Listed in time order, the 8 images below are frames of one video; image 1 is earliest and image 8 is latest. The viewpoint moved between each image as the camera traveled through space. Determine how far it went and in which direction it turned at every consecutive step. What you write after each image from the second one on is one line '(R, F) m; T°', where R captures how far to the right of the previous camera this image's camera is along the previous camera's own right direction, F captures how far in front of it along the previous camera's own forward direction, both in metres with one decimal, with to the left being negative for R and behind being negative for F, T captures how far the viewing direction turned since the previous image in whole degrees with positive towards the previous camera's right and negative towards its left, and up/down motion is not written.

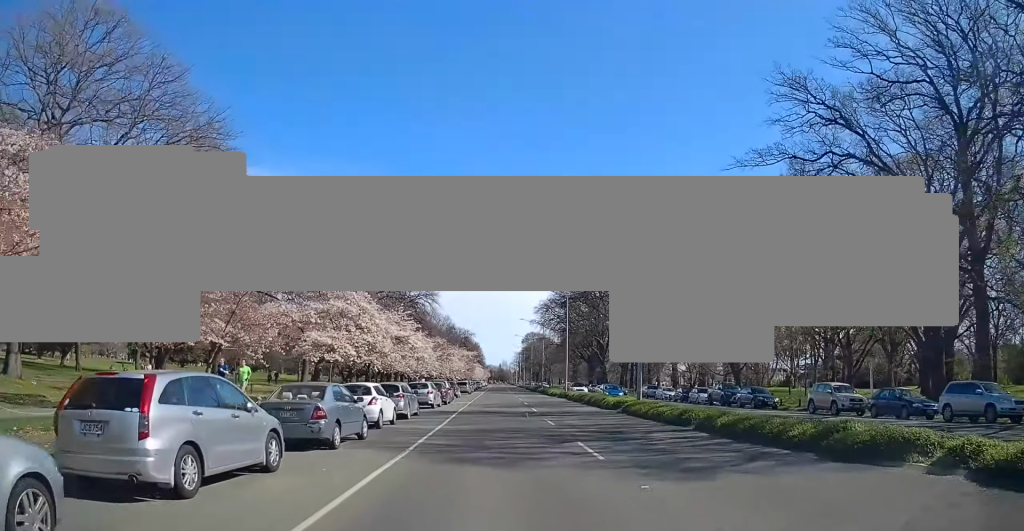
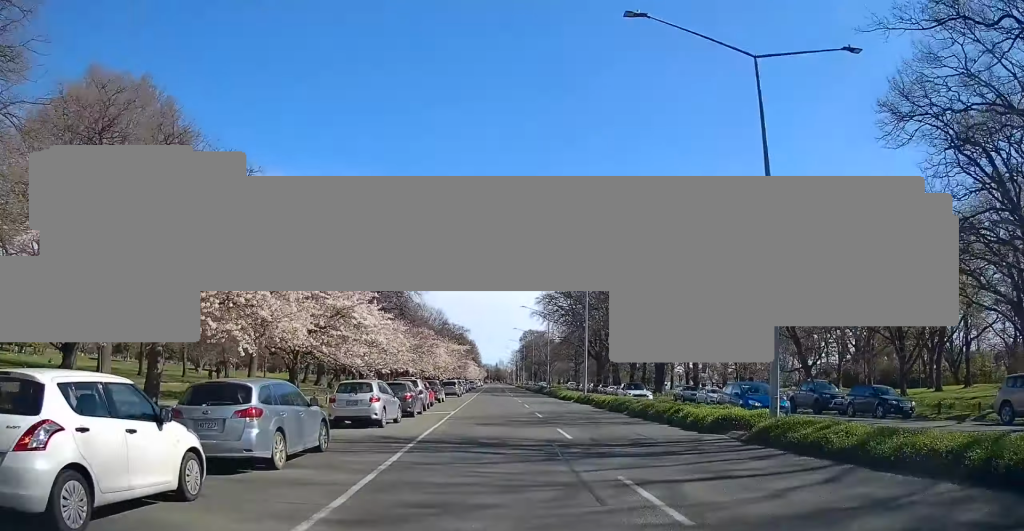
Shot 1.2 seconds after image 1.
(0.0, +15.9) m; 0°
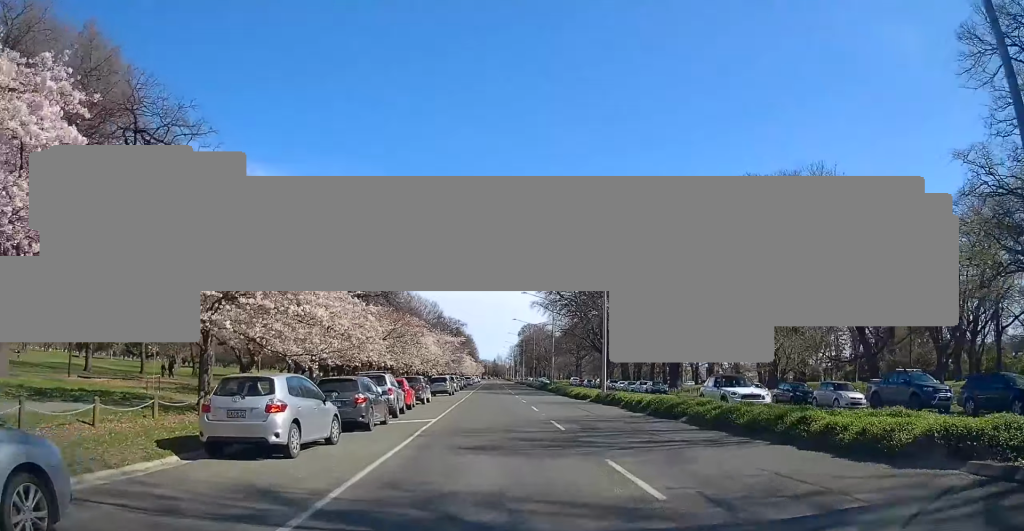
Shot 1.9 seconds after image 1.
(0.0, +9.3) m; 0°
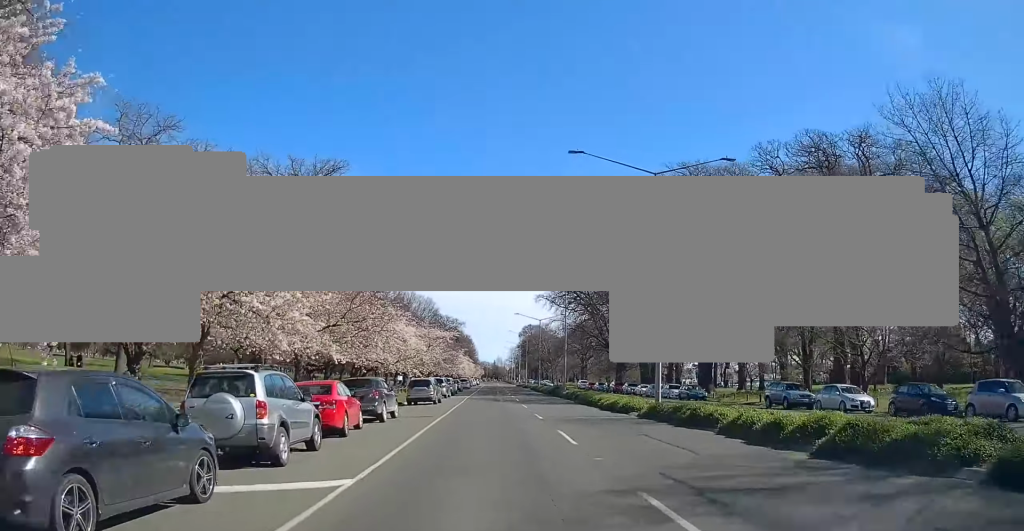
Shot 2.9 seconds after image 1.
(0.0, +13.1) m; 0°
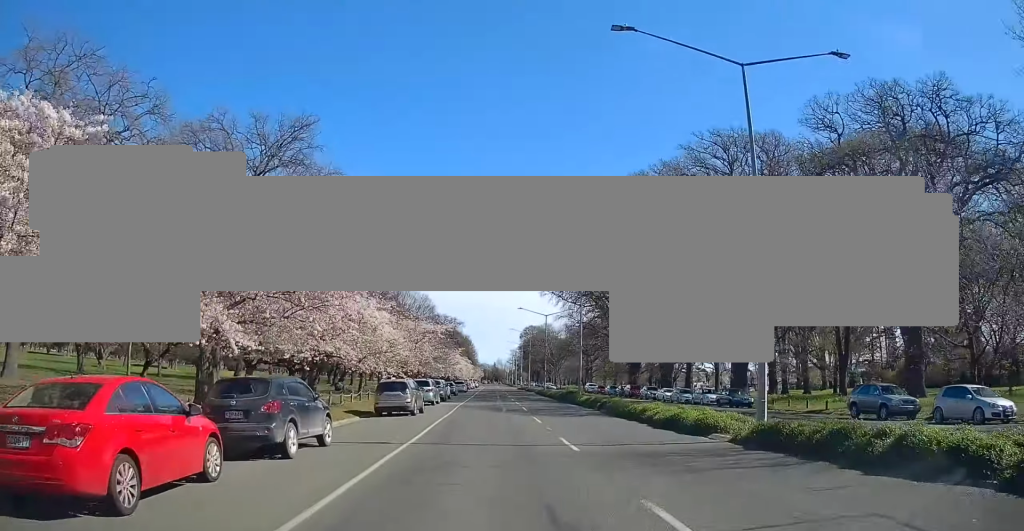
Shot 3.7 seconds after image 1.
(0.0, +10.5) m; 0°
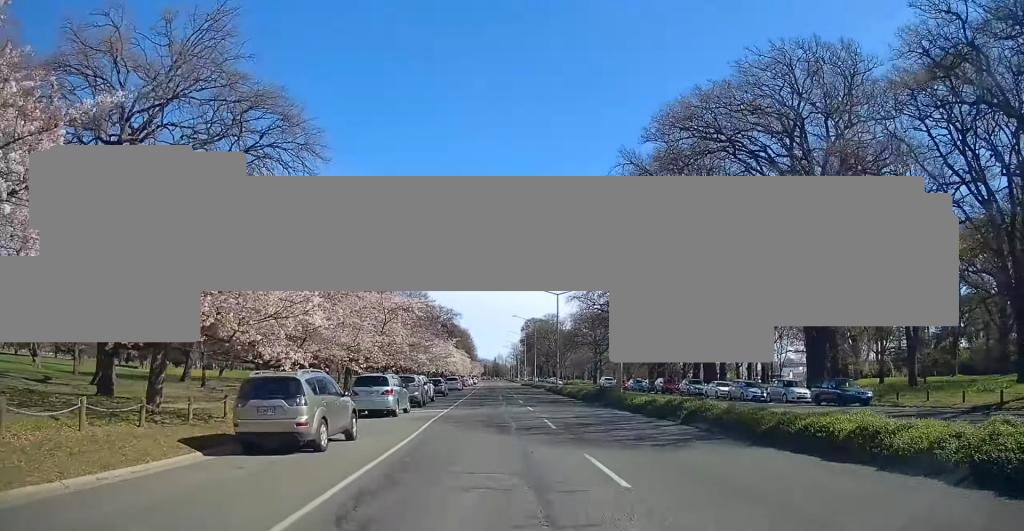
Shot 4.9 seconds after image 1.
(-0.1, +15.8) m; 0°
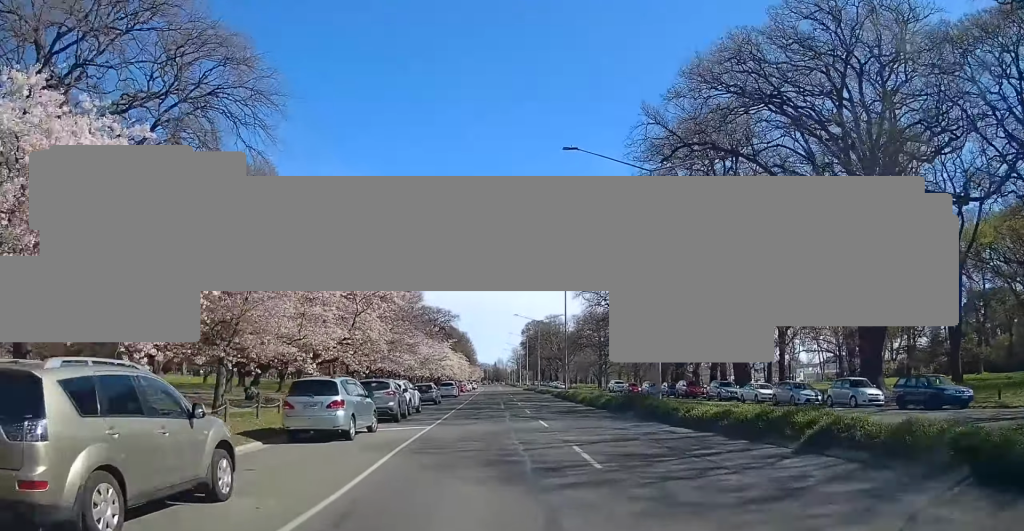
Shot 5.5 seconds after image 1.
(0.0, +7.9) m; 0°
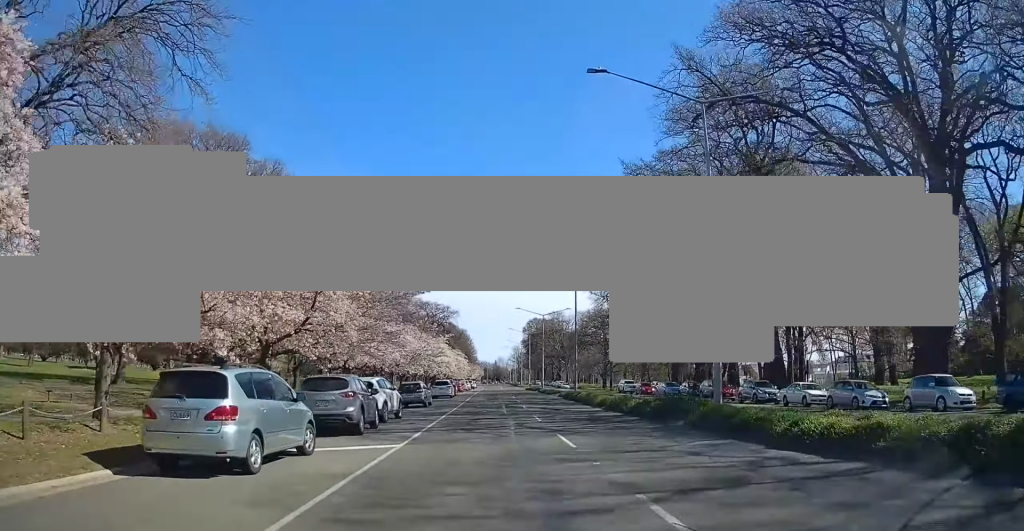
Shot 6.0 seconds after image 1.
(0.0, +7.1) m; 0°
